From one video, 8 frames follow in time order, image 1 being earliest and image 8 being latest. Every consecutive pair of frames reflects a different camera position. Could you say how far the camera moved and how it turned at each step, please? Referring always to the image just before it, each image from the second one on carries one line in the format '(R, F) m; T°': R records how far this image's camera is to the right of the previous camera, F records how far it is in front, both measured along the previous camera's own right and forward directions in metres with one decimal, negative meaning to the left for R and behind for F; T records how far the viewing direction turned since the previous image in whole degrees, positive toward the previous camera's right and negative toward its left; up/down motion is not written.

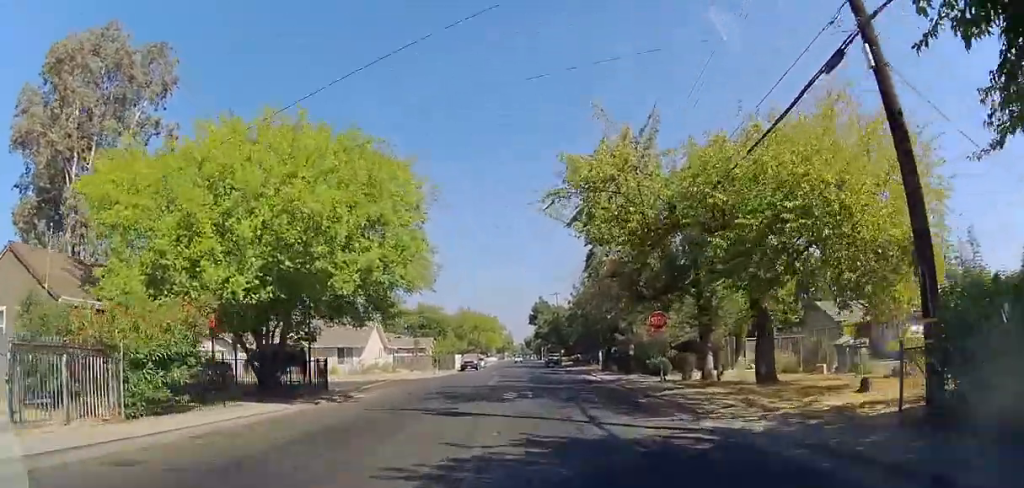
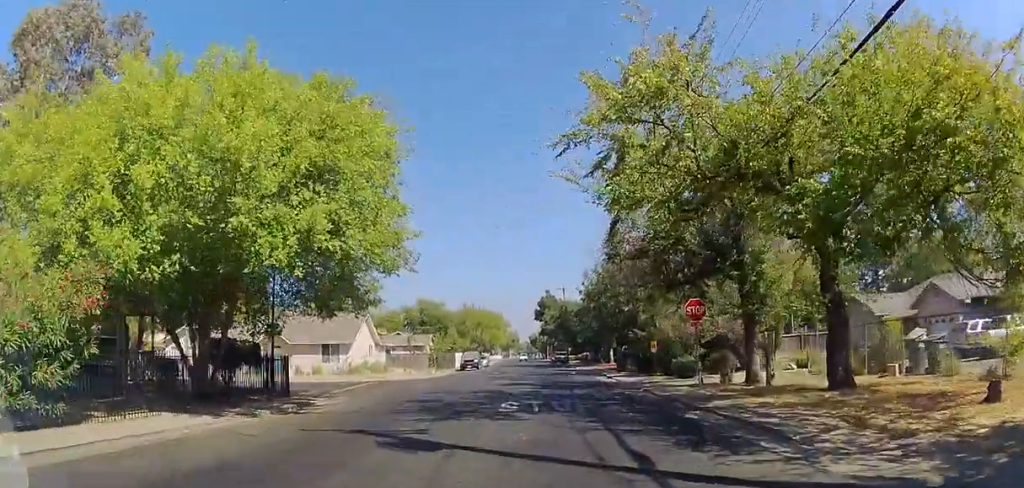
(0.0, +4.9) m; 0°
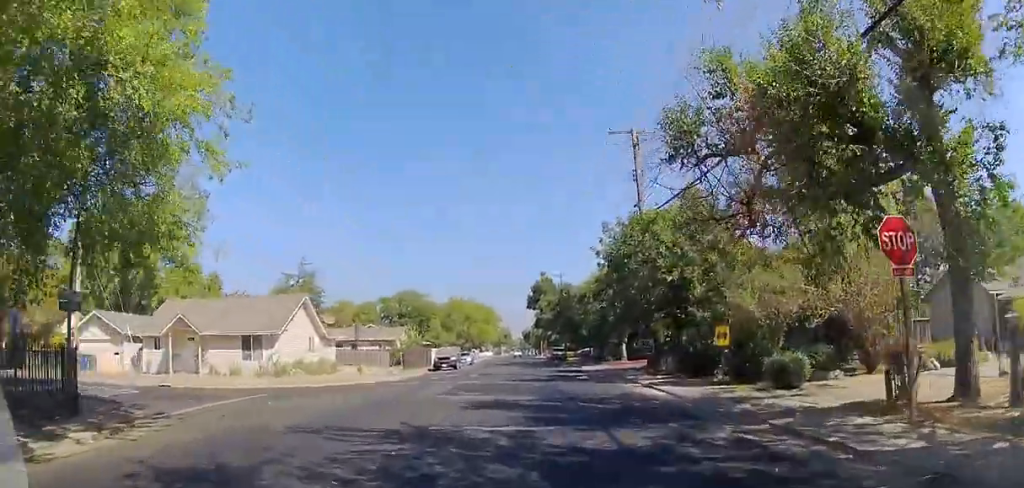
(0.0, +13.0) m; 0°
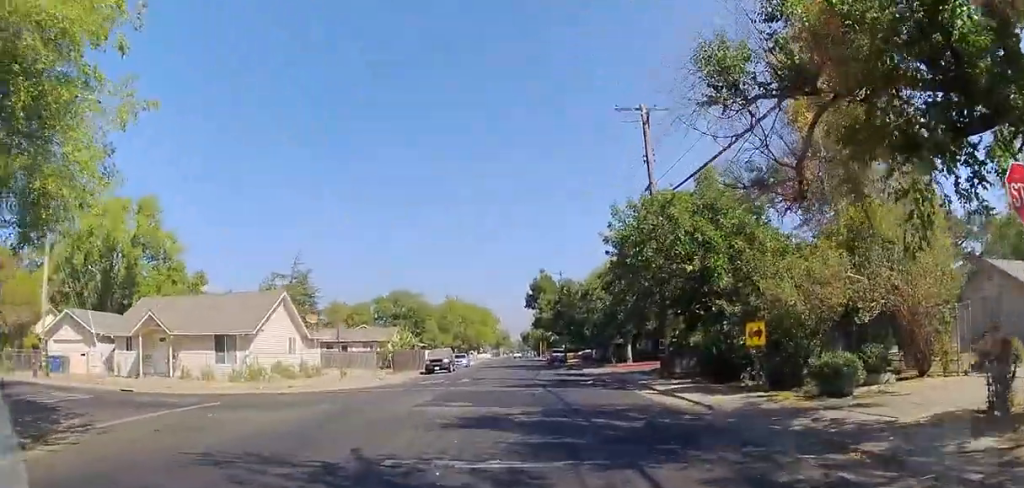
(0.0, +3.5) m; 0°
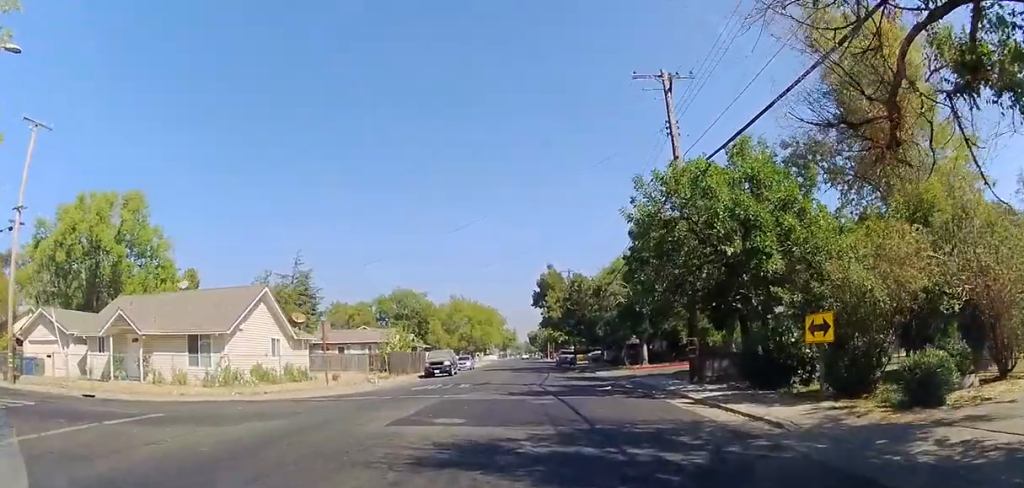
(0.0, +3.9) m; 0°
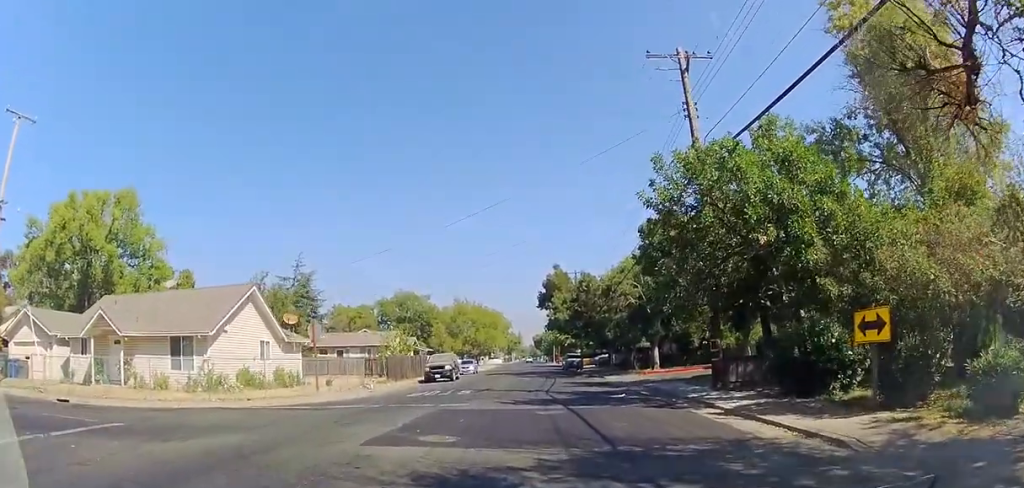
(0.0, +2.5) m; 0°
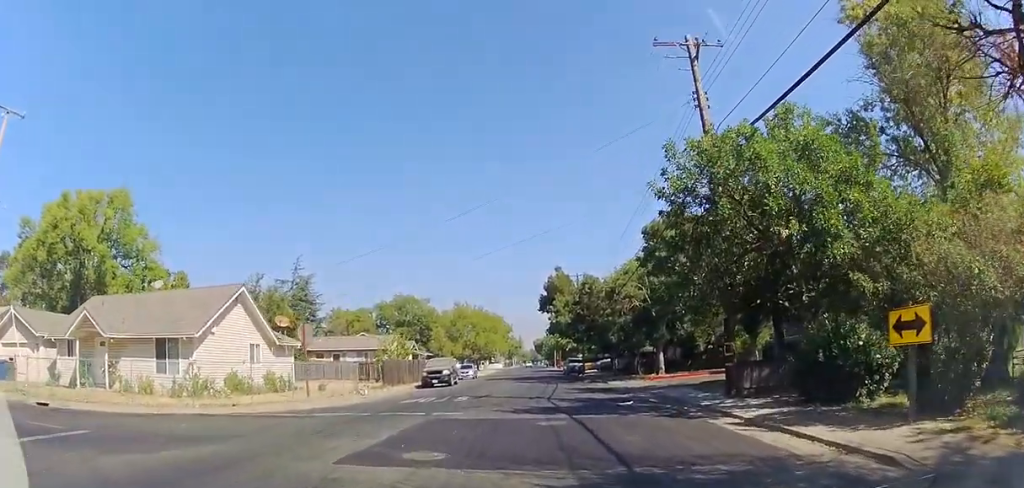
(0.0, +1.1) m; 0°
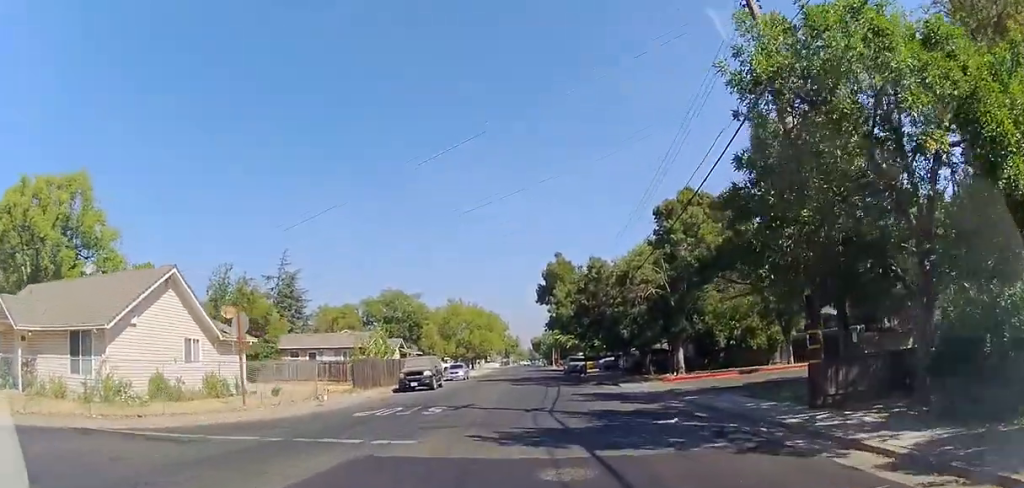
(0.0, +4.4) m; 0°
